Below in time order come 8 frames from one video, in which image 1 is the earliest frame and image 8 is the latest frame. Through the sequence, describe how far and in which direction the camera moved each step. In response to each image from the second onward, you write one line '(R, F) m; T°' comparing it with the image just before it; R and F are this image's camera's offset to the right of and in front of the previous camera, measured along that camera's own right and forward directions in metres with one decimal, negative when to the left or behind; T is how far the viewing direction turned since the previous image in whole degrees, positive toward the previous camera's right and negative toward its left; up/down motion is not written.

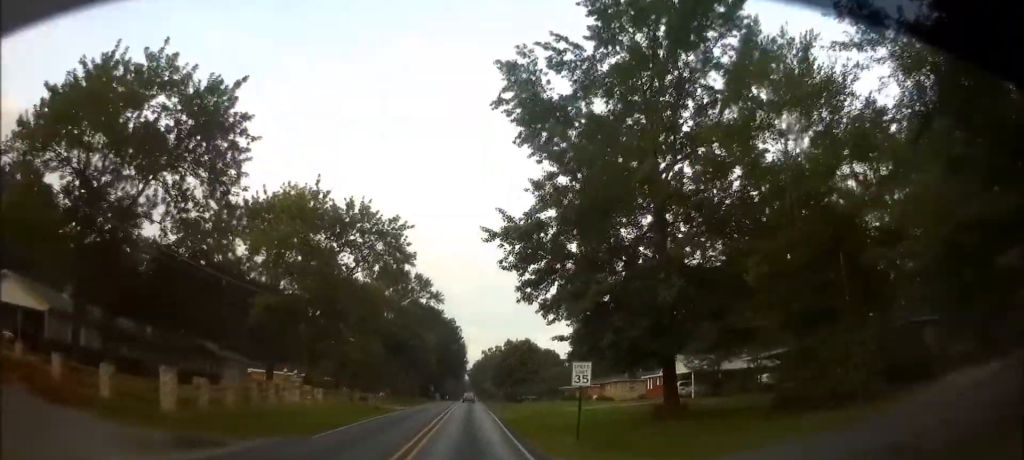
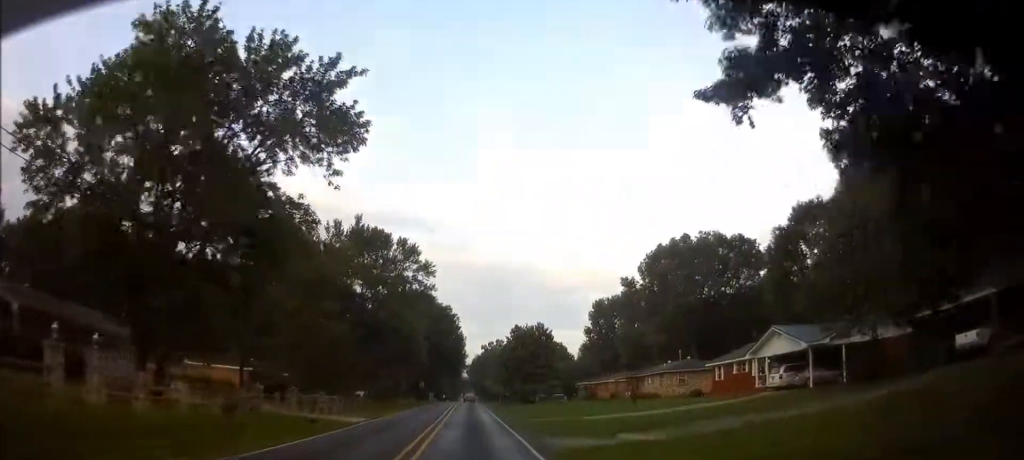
(+0.1, +22.4) m; 0°
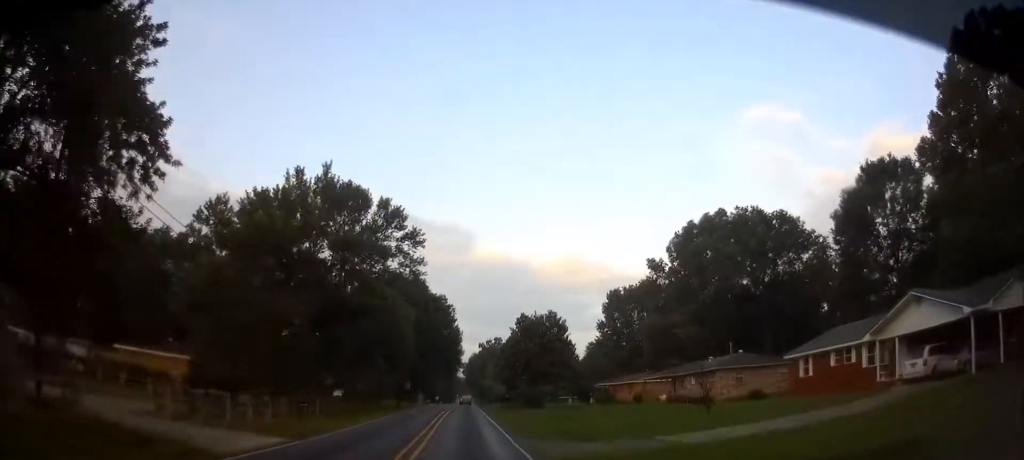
(0.0, +16.1) m; 0°
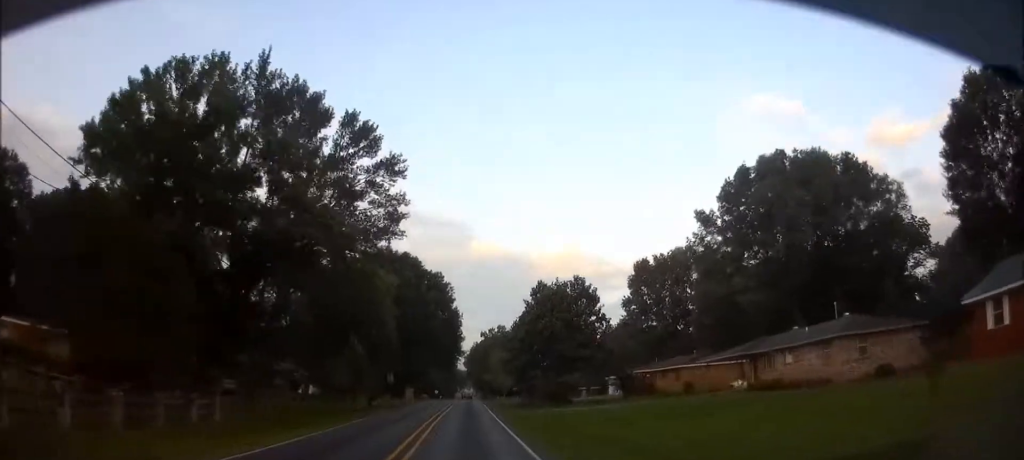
(+0.1, +18.8) m; 0°
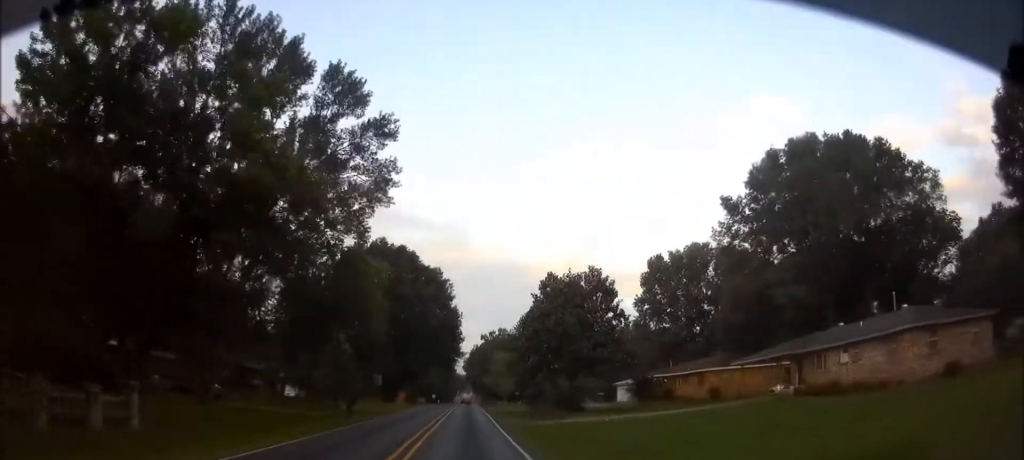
(0.0, +7.2) m; 0°
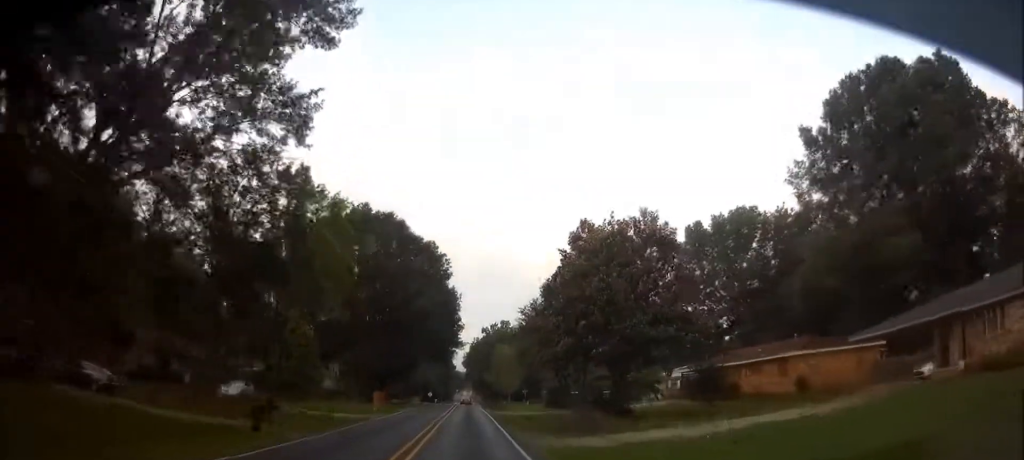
(0.0, +16.3) m; 0°
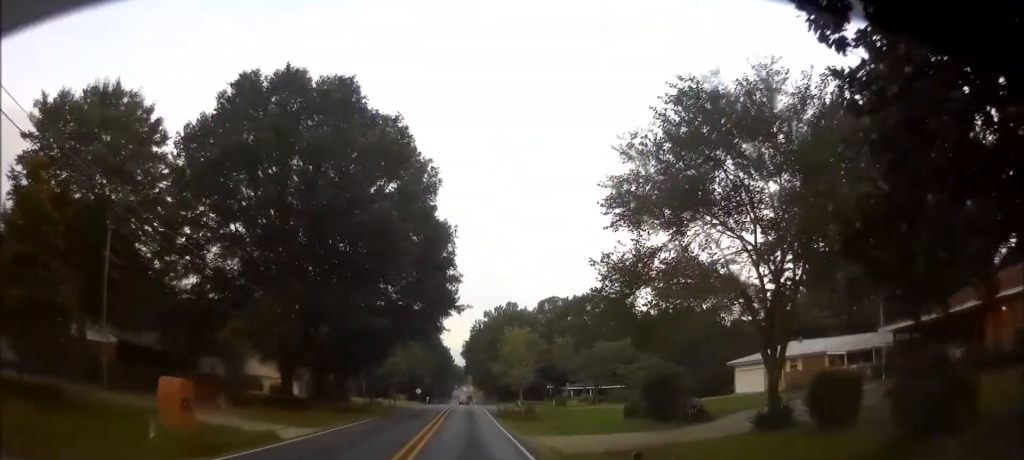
(-0.2, +32.7) m; 0°
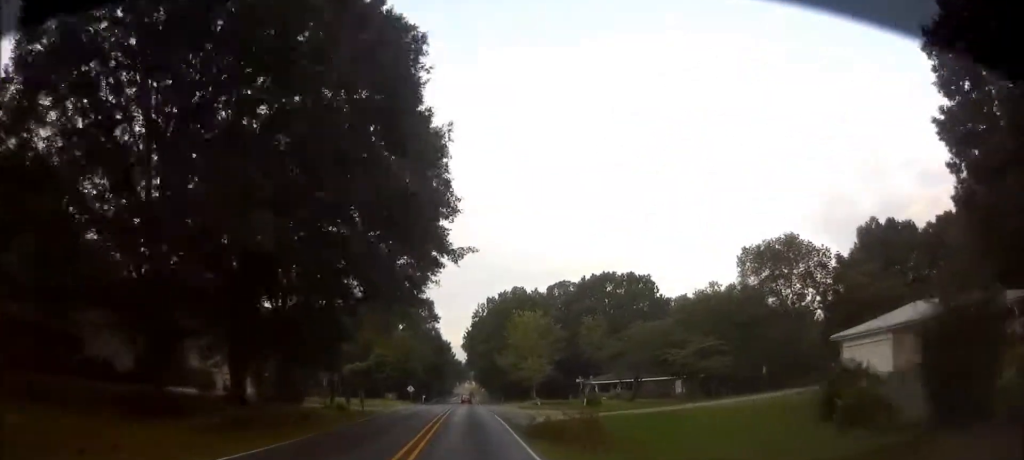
(+0.2, +18.7) m; 0°
